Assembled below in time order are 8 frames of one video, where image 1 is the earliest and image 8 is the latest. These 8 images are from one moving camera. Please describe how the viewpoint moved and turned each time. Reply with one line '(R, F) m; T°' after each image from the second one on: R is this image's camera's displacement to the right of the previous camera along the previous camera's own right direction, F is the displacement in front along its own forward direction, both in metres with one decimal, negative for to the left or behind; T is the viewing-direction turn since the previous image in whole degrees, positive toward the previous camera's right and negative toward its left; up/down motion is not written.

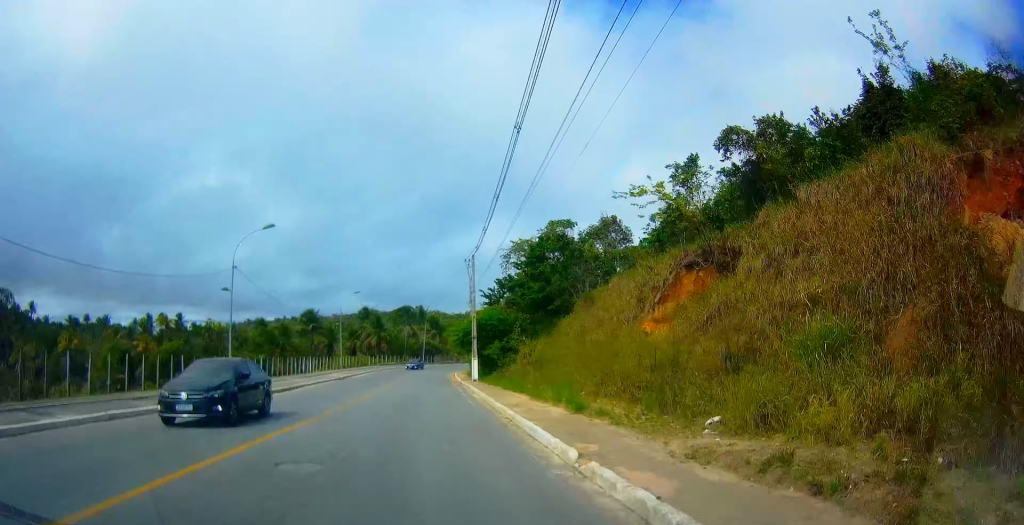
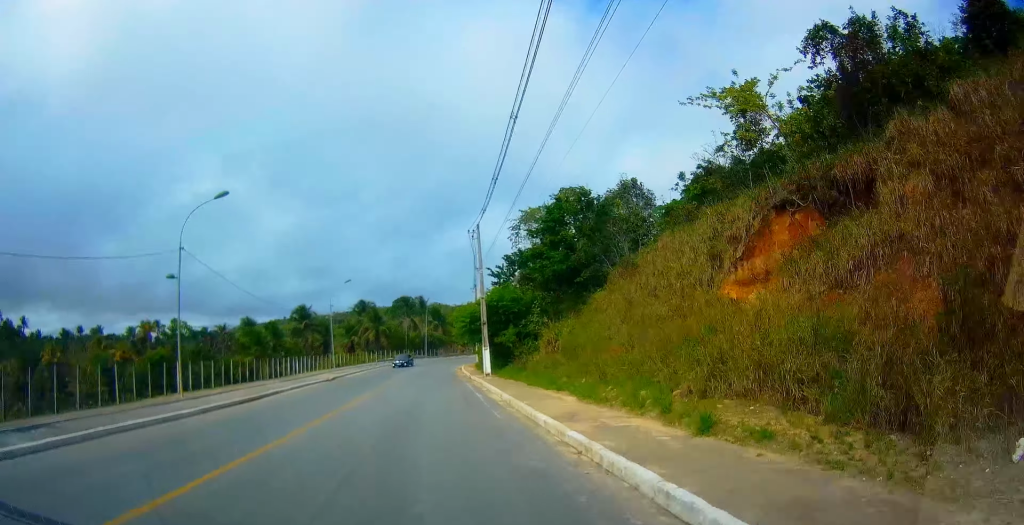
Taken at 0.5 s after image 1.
(+0.1, +6.6) m; -1°
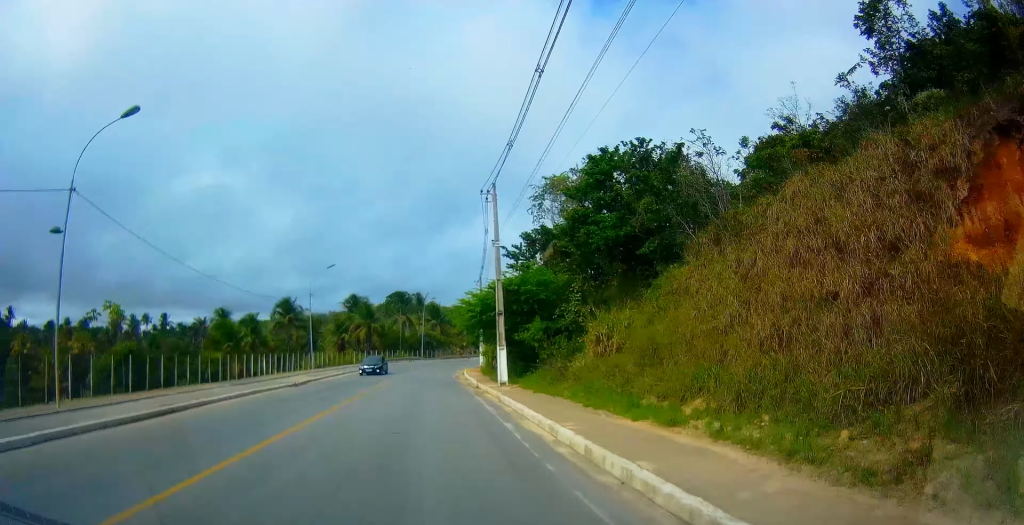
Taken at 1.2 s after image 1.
(-0.2, +8.3) m; -1°
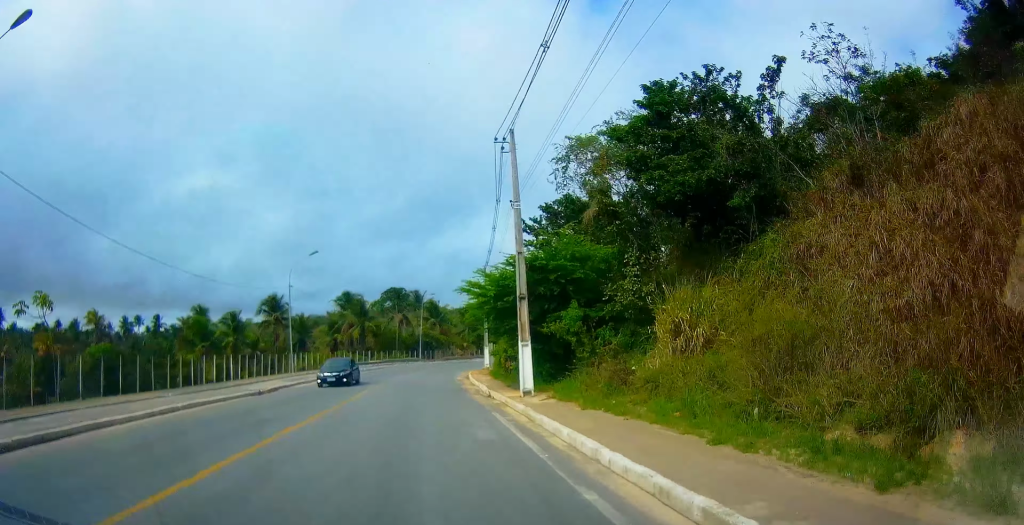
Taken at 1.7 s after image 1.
(-0.1, +6.0) m; 0°
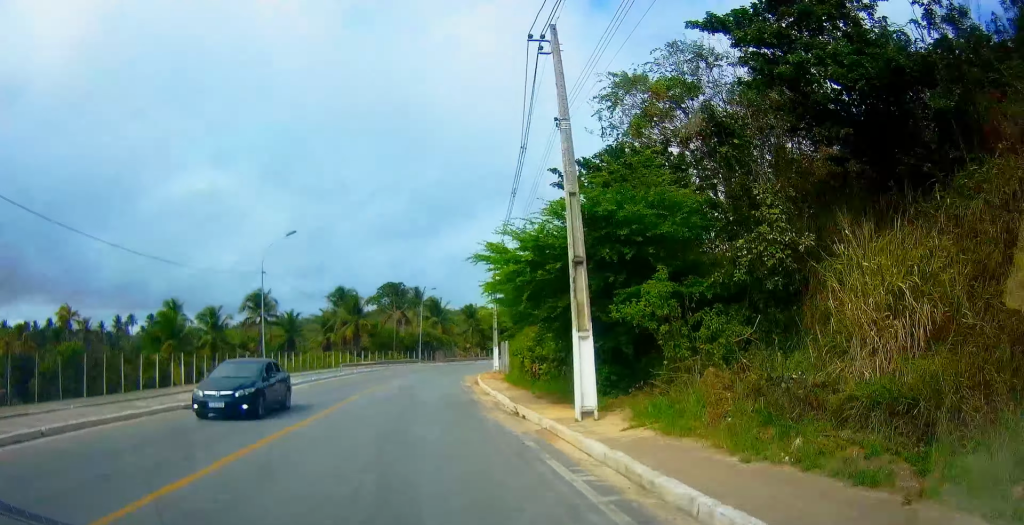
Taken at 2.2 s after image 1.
(-0.1, +6.2) m; 0°
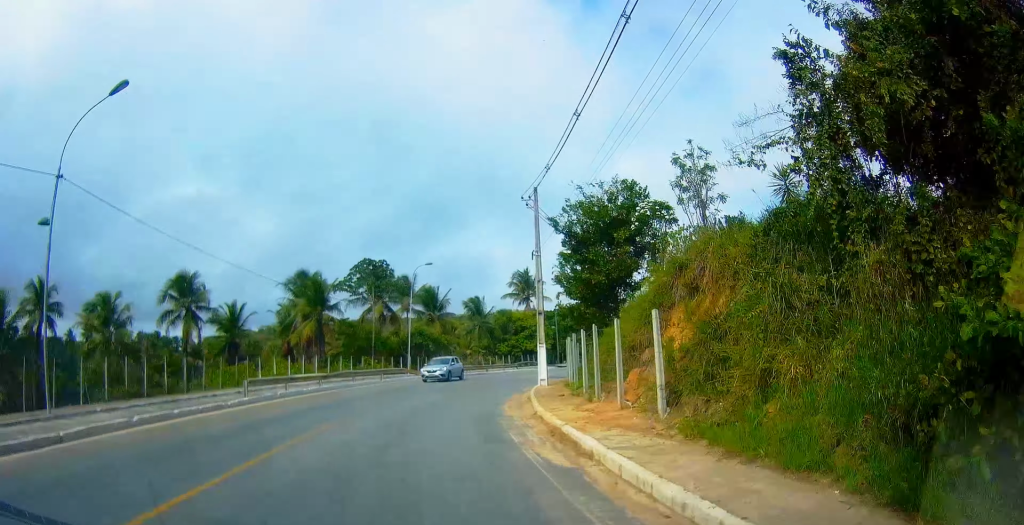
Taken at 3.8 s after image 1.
(+0.5, +18.7) m; +4°
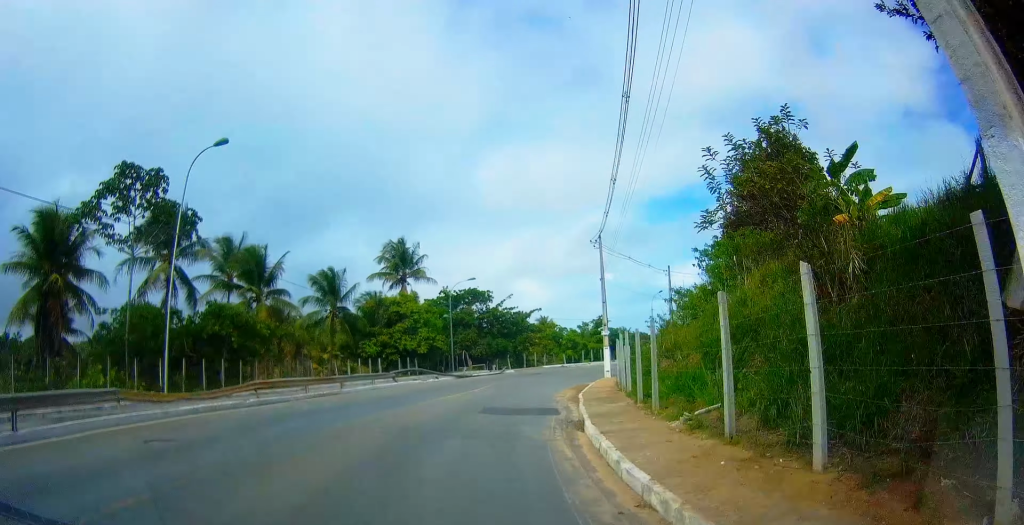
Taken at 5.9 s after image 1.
(+2.1, +26.2) m; +10°
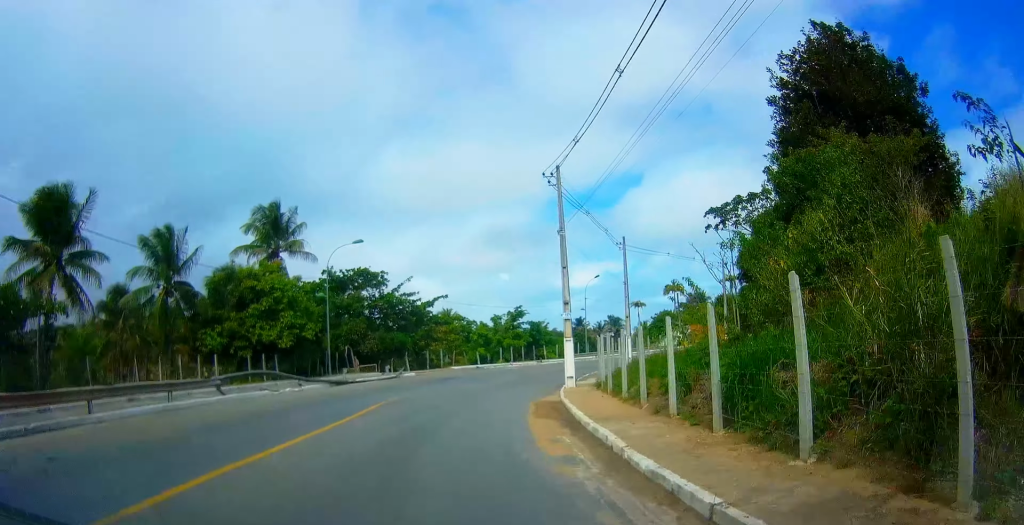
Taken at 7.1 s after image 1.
(+0.9, +15.3) m; +8°
